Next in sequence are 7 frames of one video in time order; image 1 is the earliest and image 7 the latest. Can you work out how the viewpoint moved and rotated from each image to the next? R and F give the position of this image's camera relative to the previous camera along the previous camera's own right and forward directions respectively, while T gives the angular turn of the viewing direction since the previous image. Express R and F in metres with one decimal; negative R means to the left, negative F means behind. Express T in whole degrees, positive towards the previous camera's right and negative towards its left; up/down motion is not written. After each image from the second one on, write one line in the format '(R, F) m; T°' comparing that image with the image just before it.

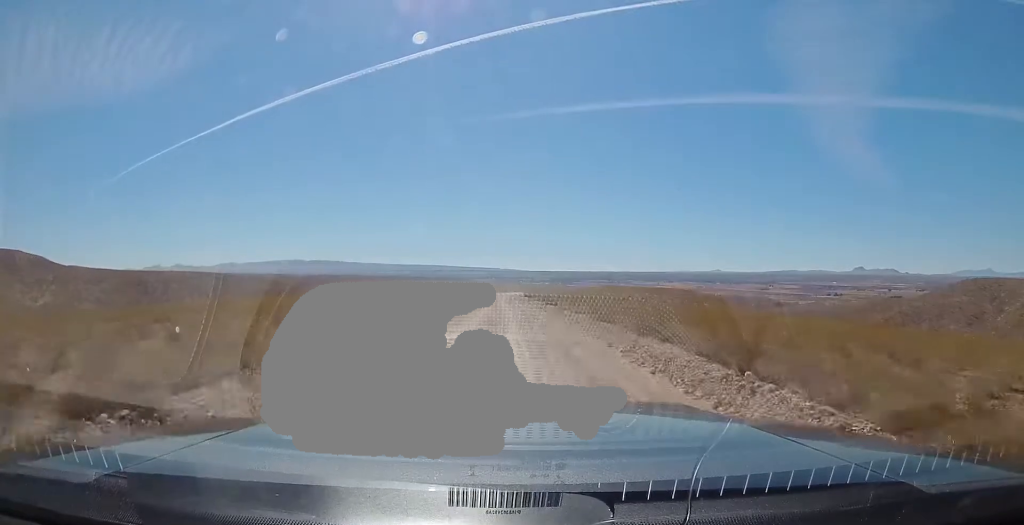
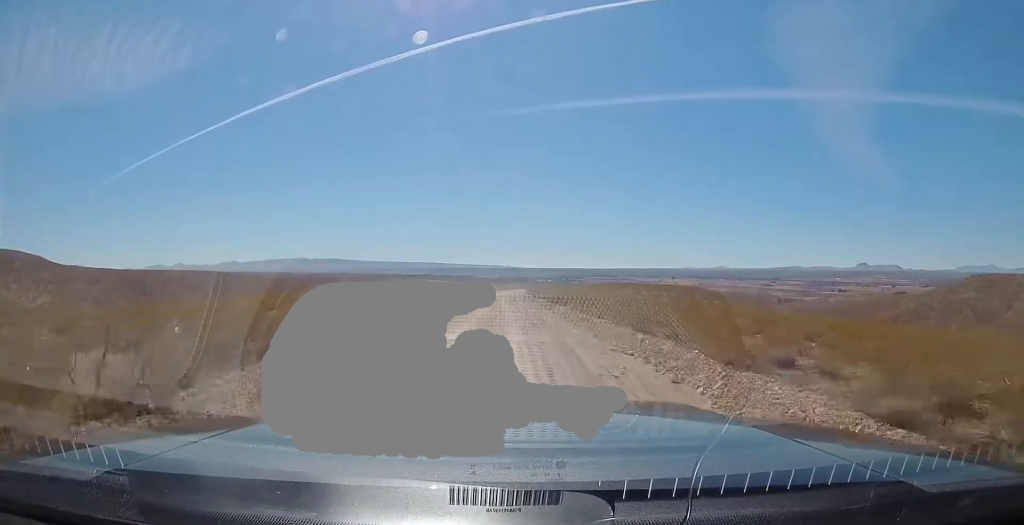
(0.0, +6.8) m; 0°
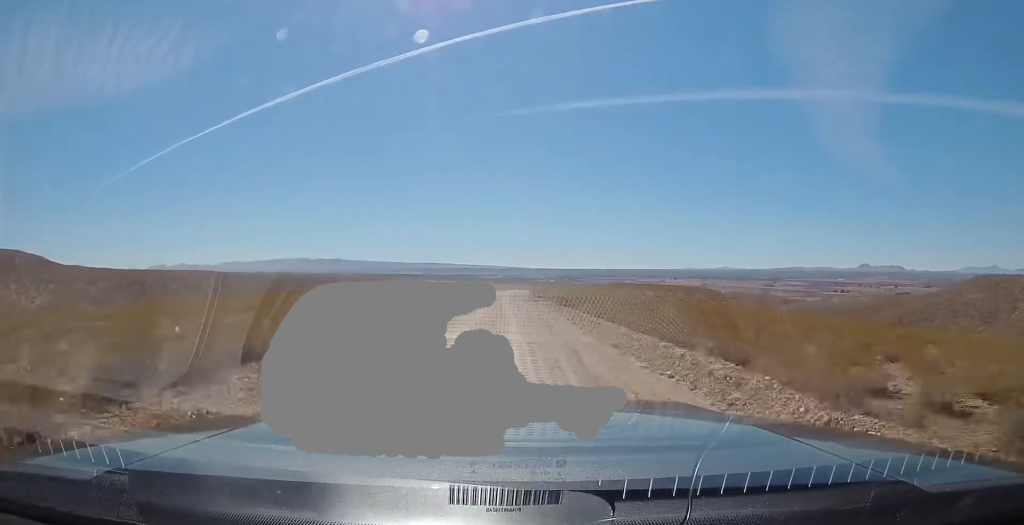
(0.0, +3.3) m; 0°
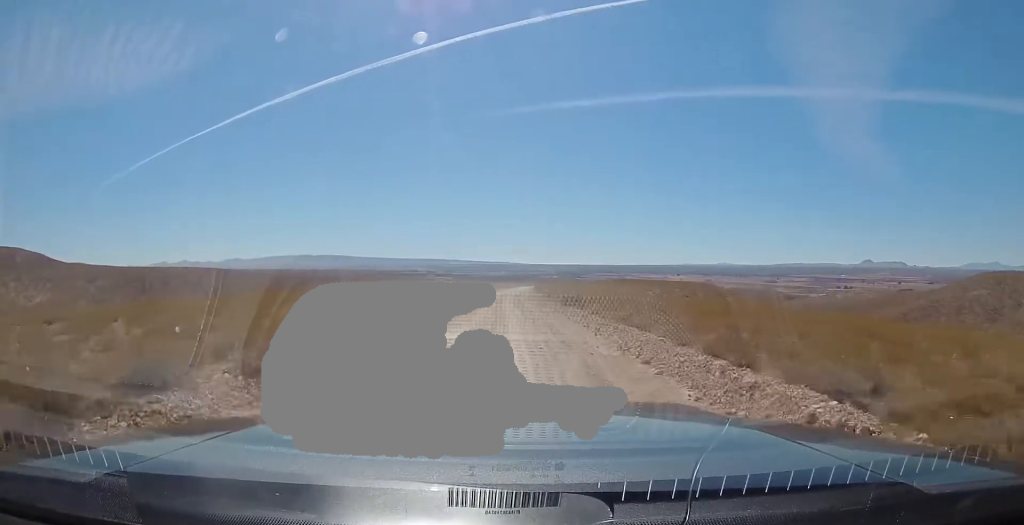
(0.0, +3.6) m; 0°
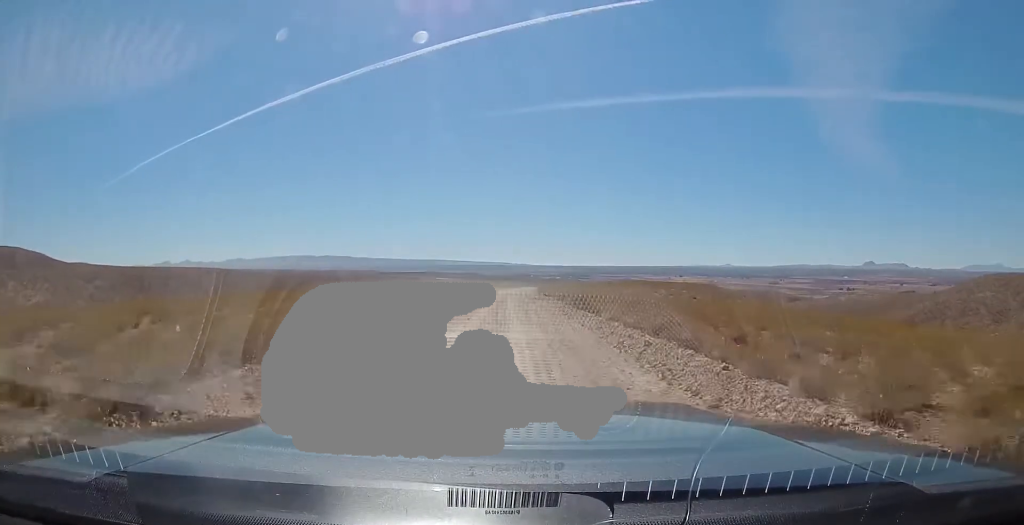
(0.0, +4.3) m; 0°
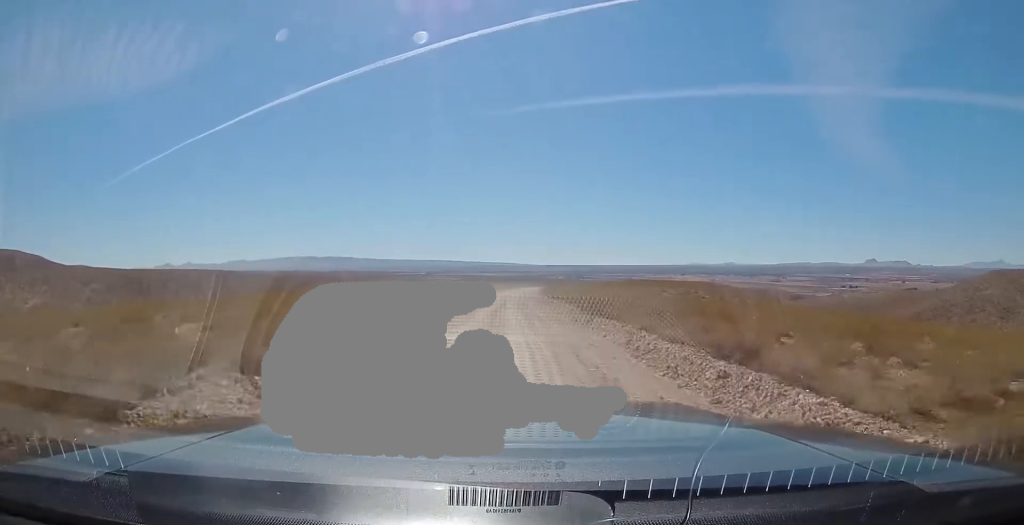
(+0.1, +5.2) m; 0°
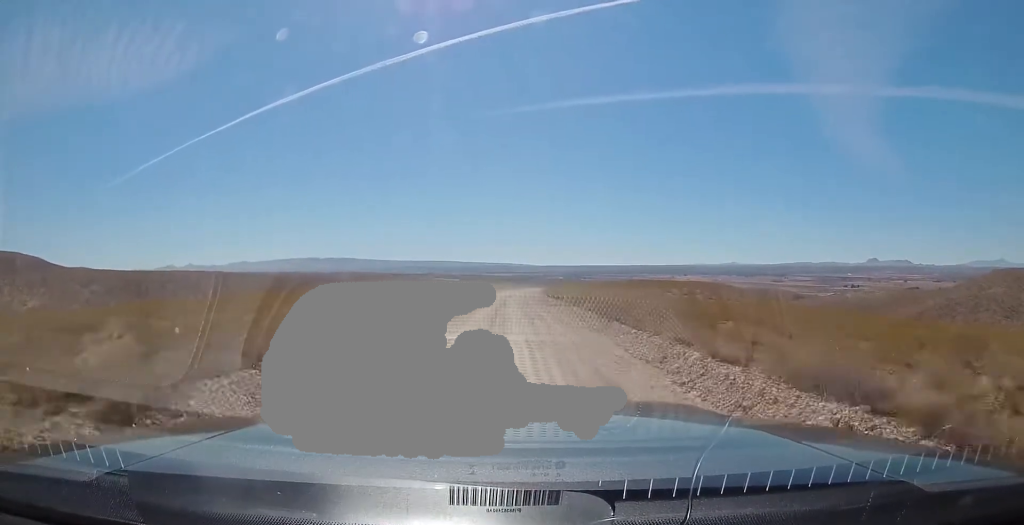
(0.0, +3.7) m; 0°
